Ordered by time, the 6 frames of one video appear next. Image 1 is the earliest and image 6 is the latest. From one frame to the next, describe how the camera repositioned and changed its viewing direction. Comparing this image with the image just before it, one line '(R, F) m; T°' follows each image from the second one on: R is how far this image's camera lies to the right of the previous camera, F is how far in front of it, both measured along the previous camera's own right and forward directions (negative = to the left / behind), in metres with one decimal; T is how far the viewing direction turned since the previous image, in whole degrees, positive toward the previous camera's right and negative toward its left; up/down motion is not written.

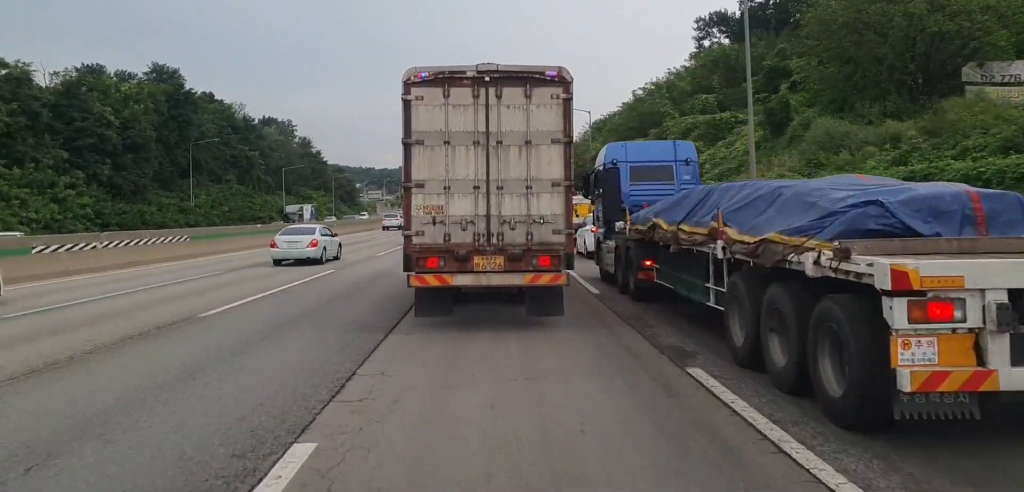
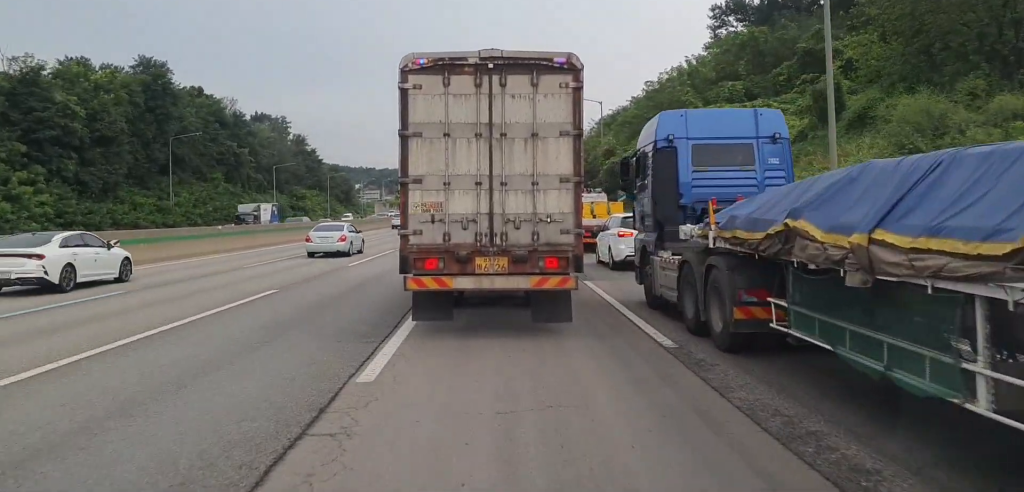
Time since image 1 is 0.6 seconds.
(0.0, +6.8) m; +1°
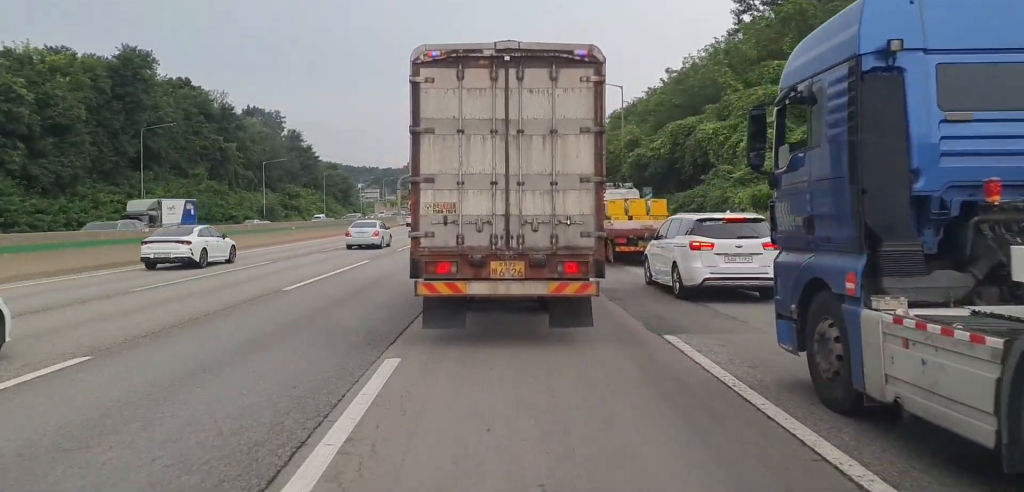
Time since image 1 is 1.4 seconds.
(+0.4, +9.0) m; 0°
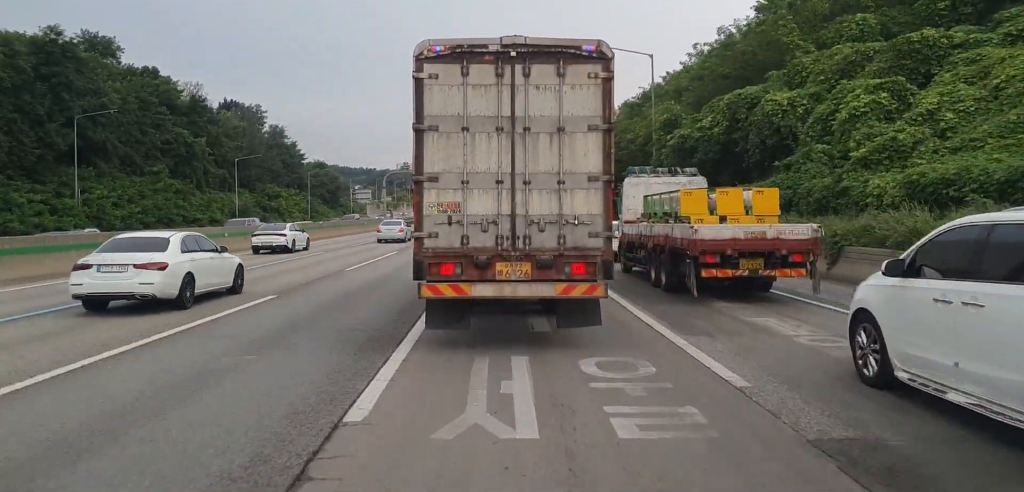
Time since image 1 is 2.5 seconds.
(-0.5, +12.5) m; -2°
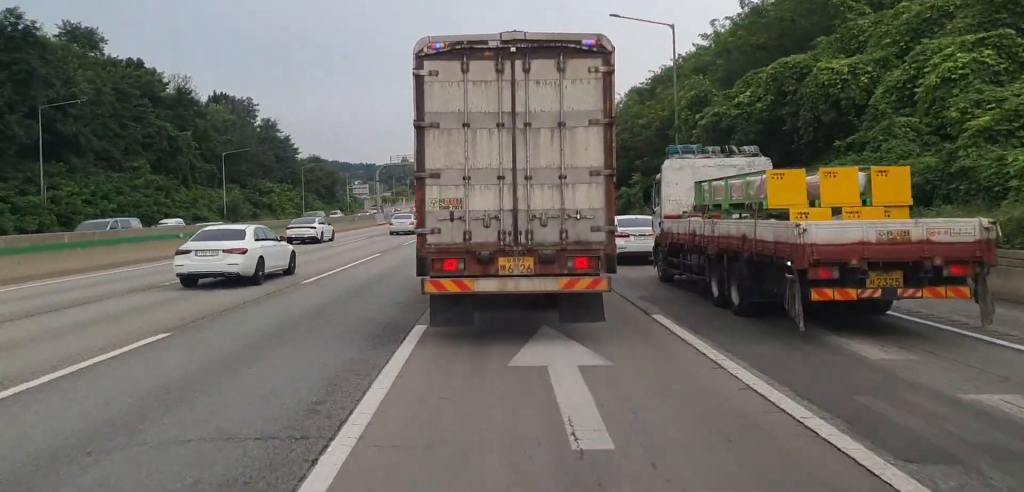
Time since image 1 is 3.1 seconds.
(+0.1, +6.2) m; 0°
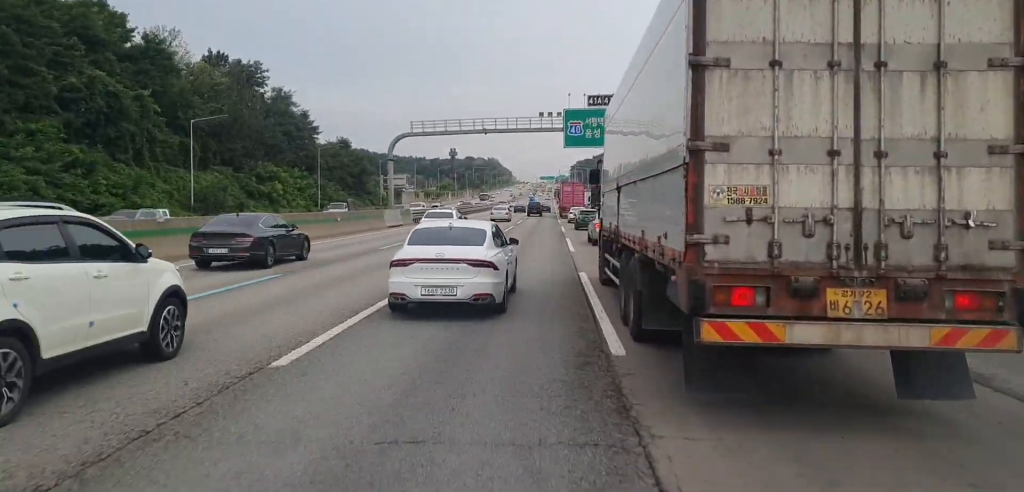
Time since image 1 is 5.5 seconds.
(-0.3, +31.6) m; -2°
